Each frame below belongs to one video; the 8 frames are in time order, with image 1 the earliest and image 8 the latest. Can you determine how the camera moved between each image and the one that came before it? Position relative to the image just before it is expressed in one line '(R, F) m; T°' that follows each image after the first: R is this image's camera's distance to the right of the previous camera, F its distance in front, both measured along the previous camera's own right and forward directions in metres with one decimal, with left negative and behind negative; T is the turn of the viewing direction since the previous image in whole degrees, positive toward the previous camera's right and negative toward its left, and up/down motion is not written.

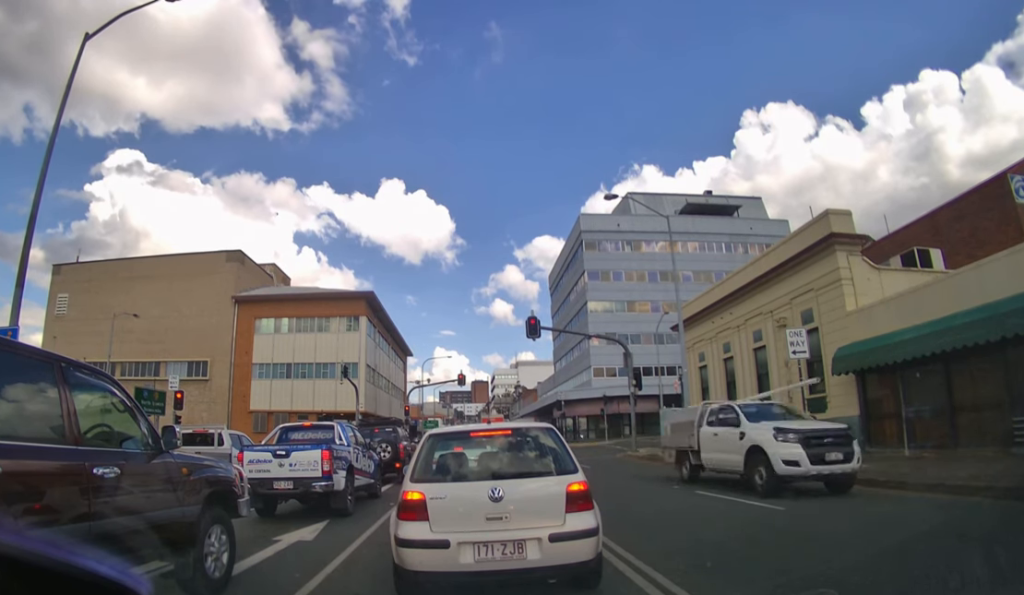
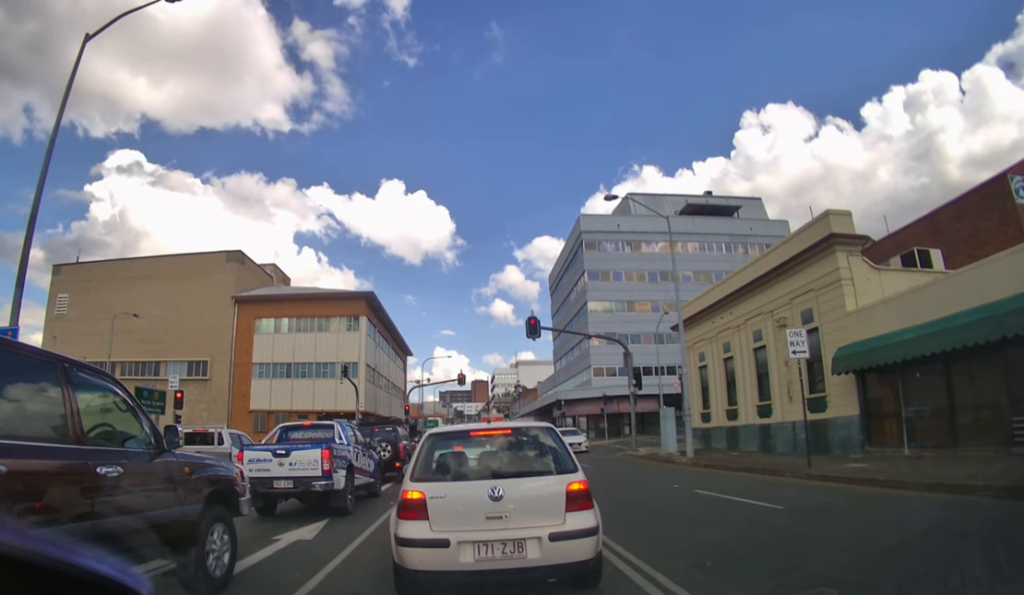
(0.0, 0.0) m; 0°
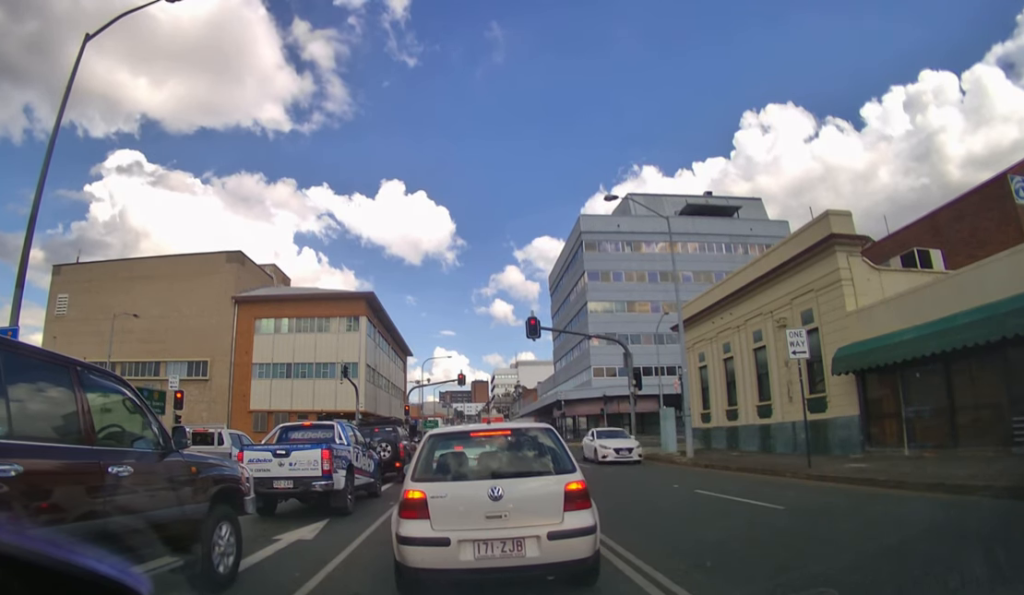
(0.0, 0.0) m; 0°
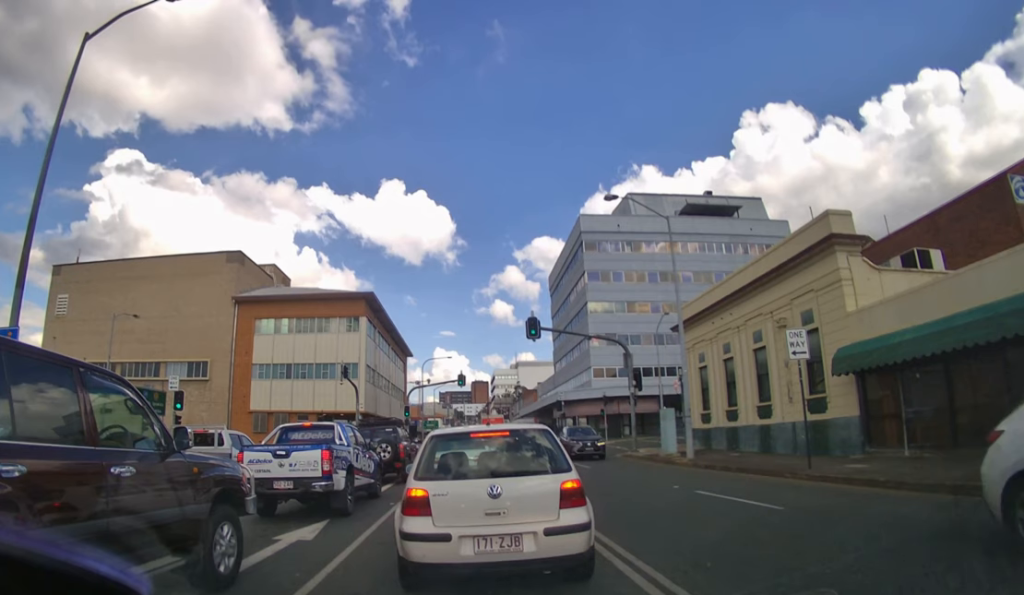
(0.0, 0.0) m; 0°
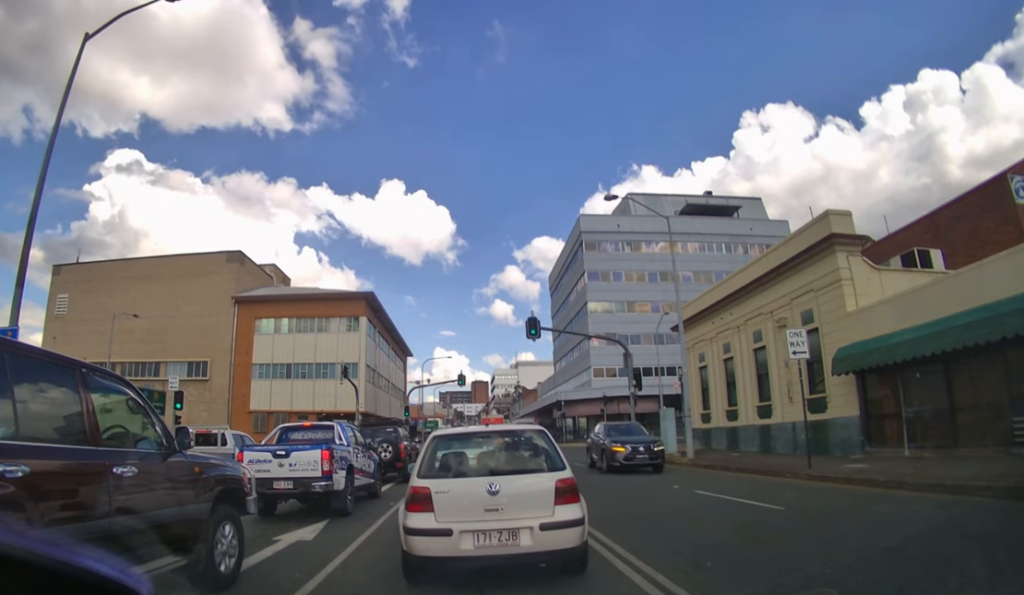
(0.0, 0.0) m; 0°
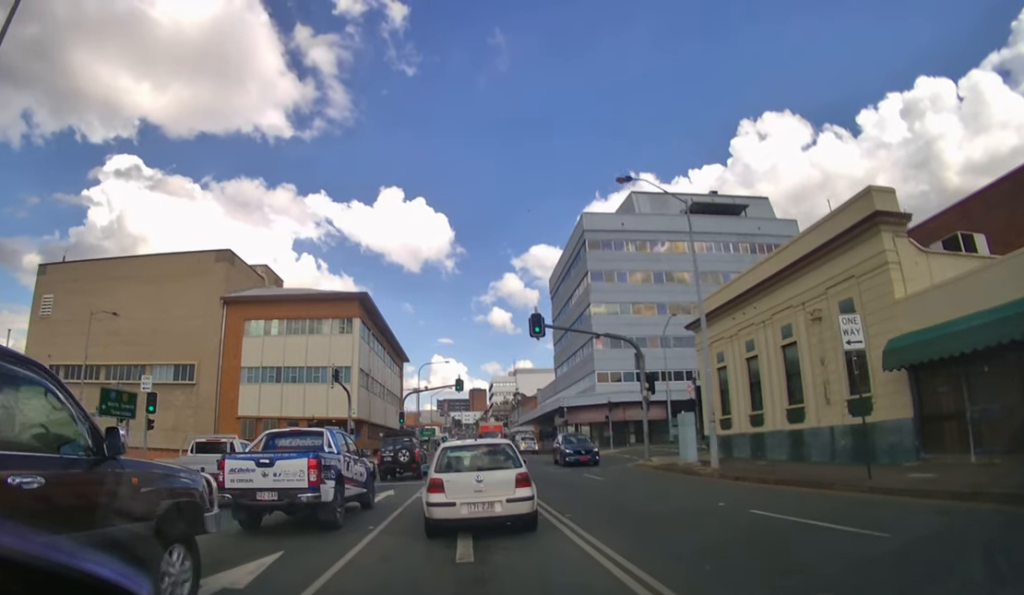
(0.0, +0.7) m; 0°
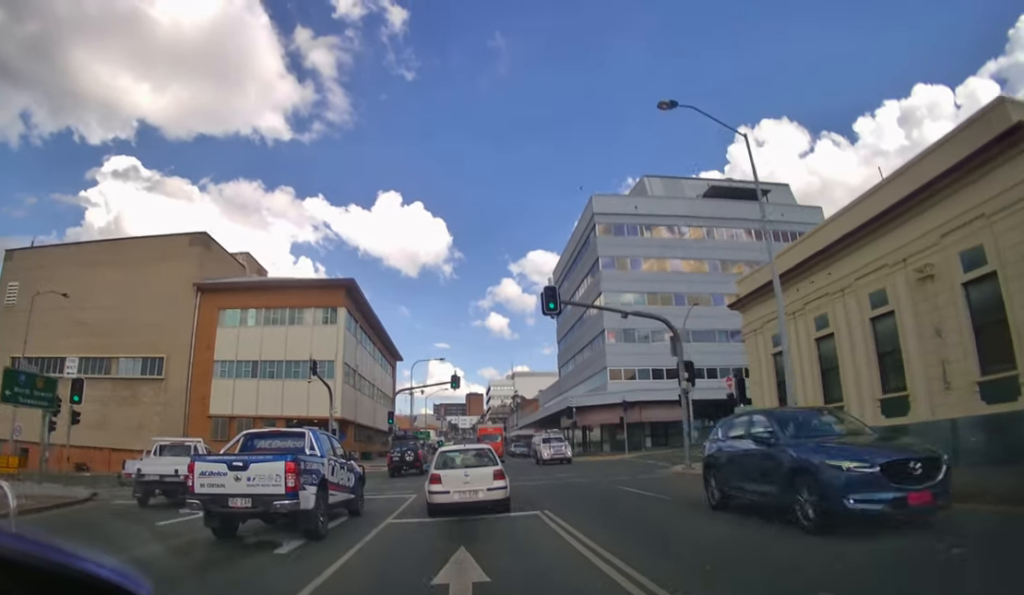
(0.0, +4.7) m; -1°
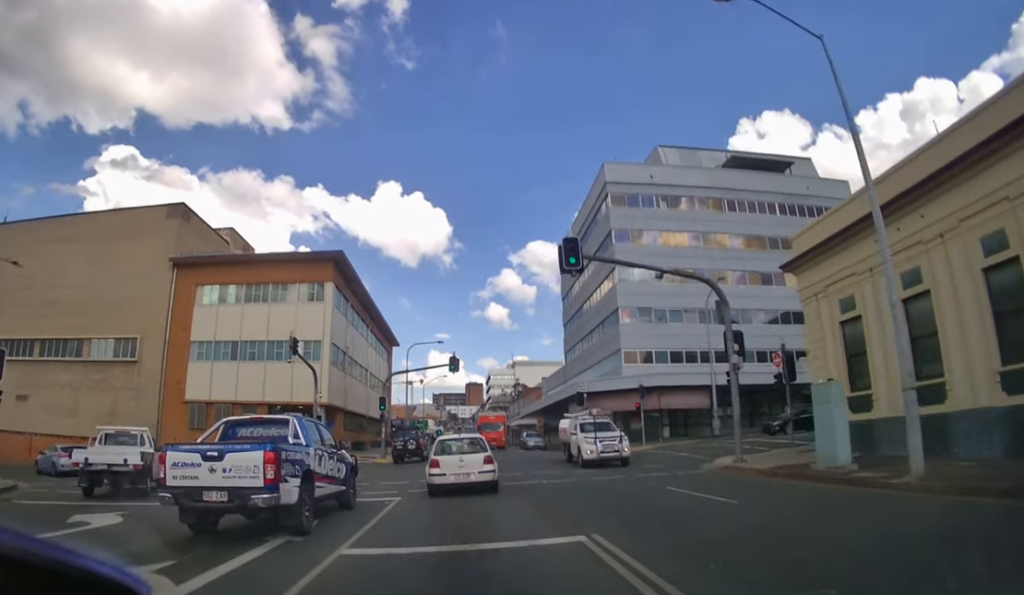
(0.0, +3.3) m; 0°
